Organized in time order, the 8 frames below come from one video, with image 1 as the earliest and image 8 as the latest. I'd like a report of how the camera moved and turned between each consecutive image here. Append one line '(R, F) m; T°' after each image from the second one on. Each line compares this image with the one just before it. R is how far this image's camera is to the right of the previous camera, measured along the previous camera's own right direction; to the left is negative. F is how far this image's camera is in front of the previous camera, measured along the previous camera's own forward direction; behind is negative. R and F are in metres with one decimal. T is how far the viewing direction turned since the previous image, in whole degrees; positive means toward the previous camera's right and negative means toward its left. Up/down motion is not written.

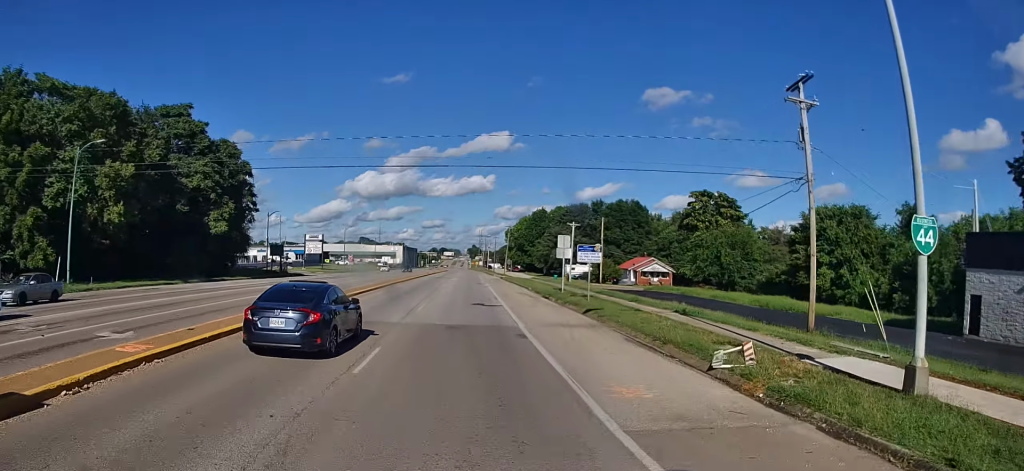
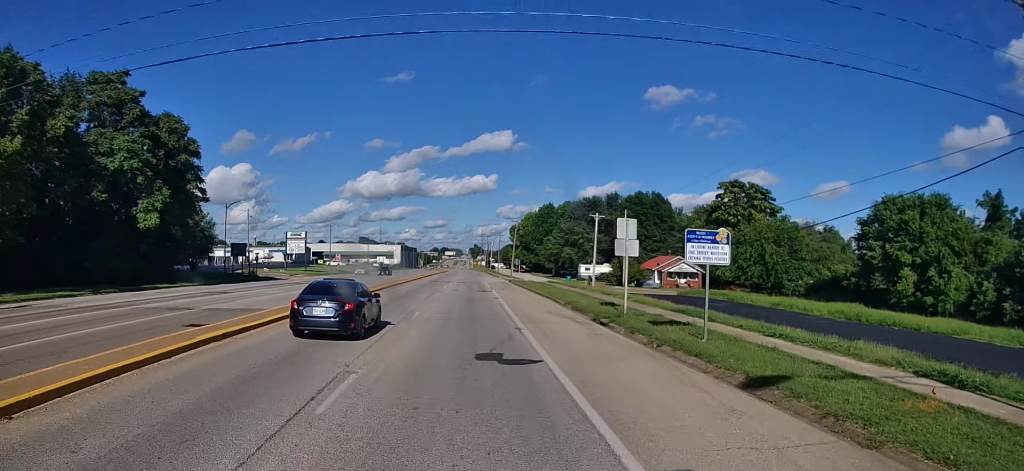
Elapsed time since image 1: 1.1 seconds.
(+0.3, +12.7) m; 0°
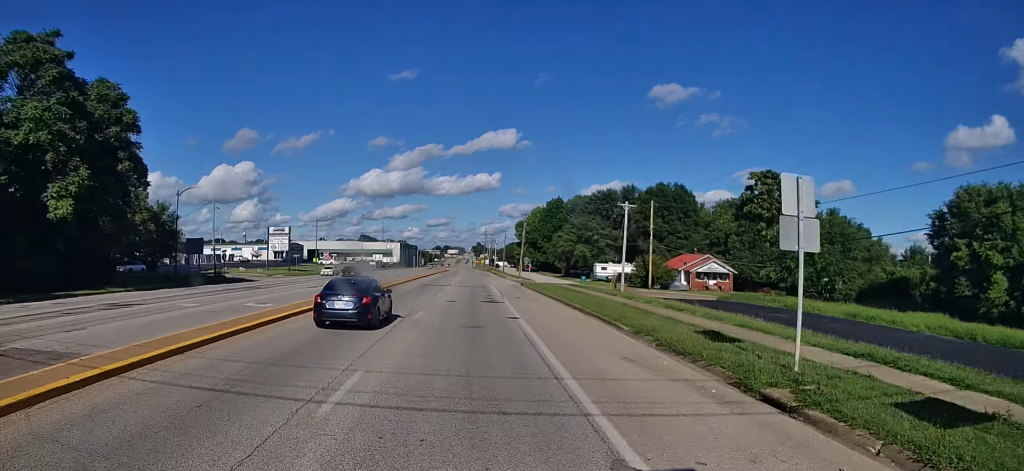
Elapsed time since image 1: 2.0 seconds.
(-0.2, +11.0) m; -1°
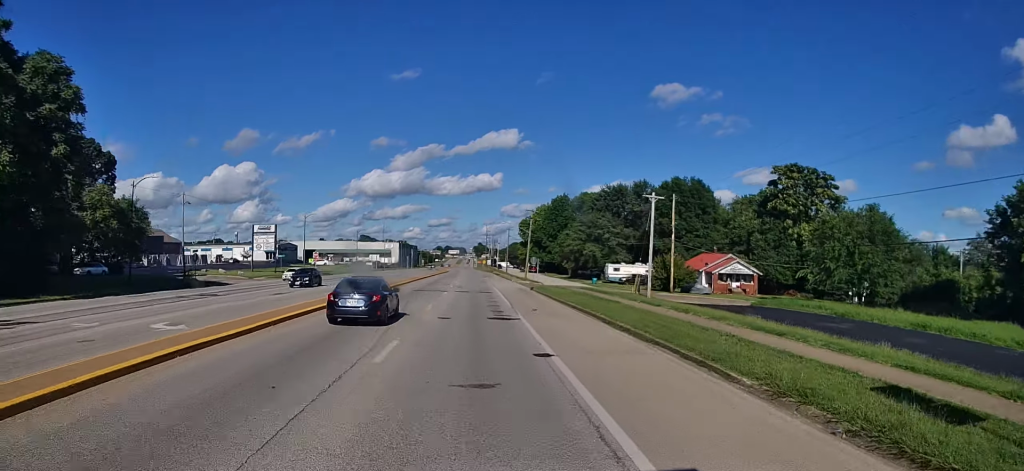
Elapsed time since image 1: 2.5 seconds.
(0.0, +7.6) m; 0°
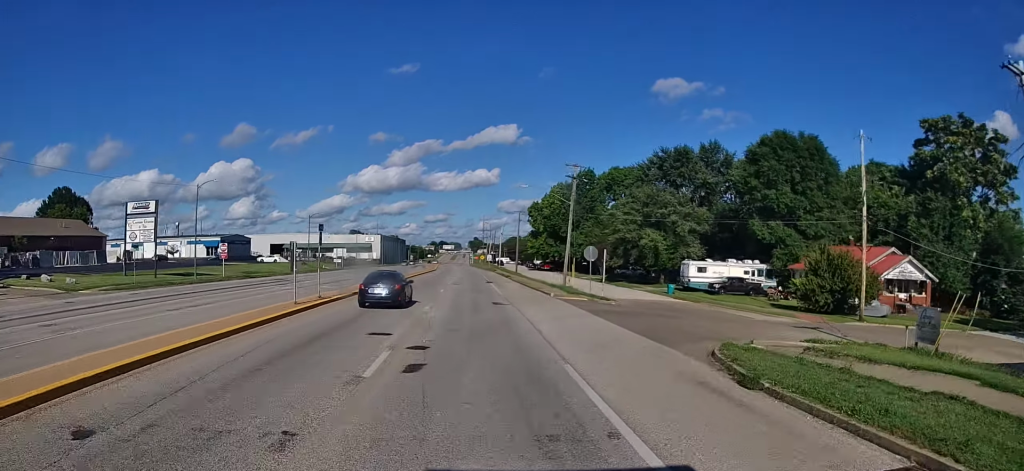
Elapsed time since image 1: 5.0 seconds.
(0.0, +35.7) m; 0°
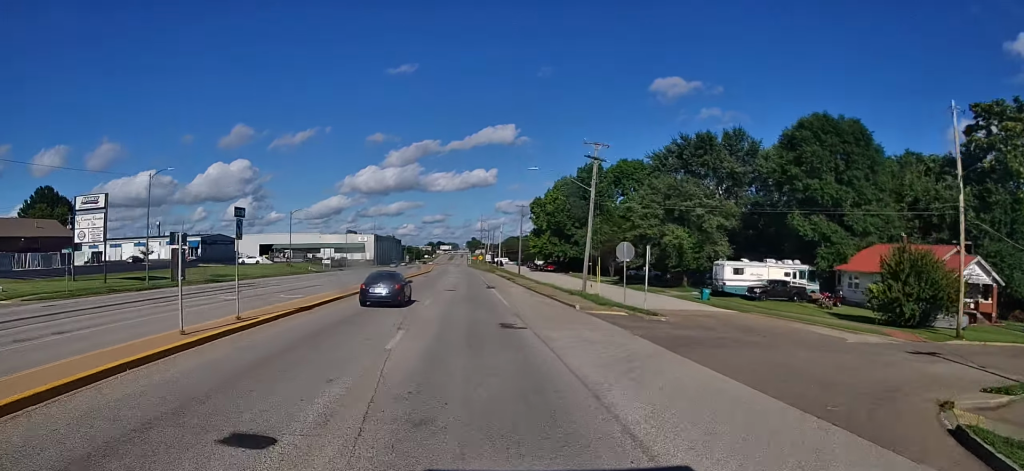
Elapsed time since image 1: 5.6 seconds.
(0.0, +8.6) m; +1°
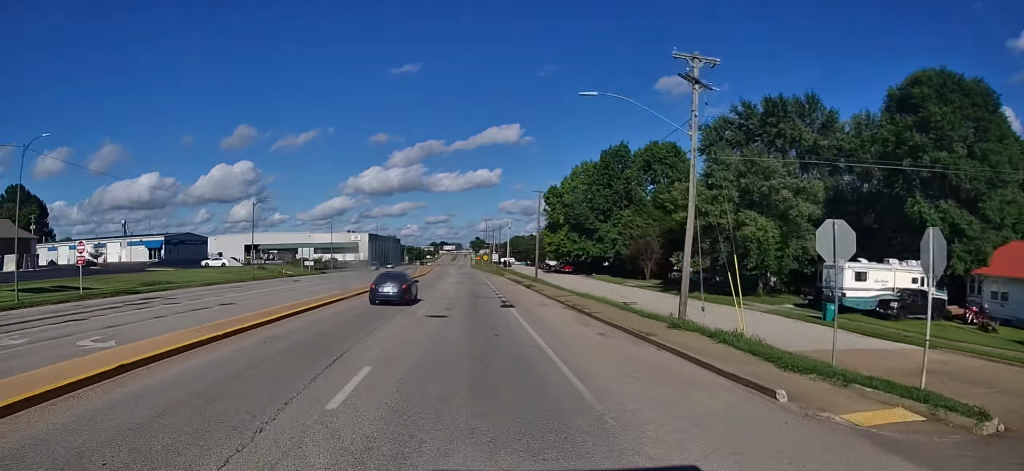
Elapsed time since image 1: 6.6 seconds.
(+0.3, +16.7) m; 0°
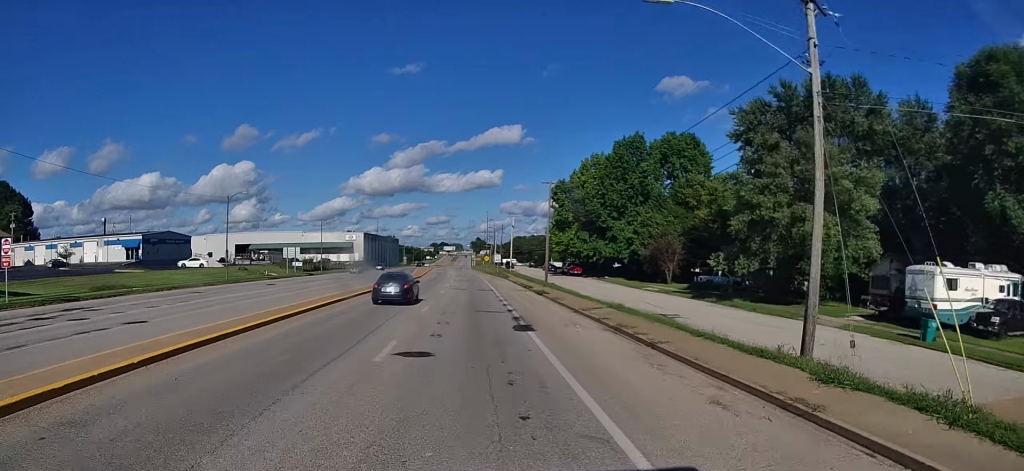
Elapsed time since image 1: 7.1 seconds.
(-0.1, +8.1) m; -1°
